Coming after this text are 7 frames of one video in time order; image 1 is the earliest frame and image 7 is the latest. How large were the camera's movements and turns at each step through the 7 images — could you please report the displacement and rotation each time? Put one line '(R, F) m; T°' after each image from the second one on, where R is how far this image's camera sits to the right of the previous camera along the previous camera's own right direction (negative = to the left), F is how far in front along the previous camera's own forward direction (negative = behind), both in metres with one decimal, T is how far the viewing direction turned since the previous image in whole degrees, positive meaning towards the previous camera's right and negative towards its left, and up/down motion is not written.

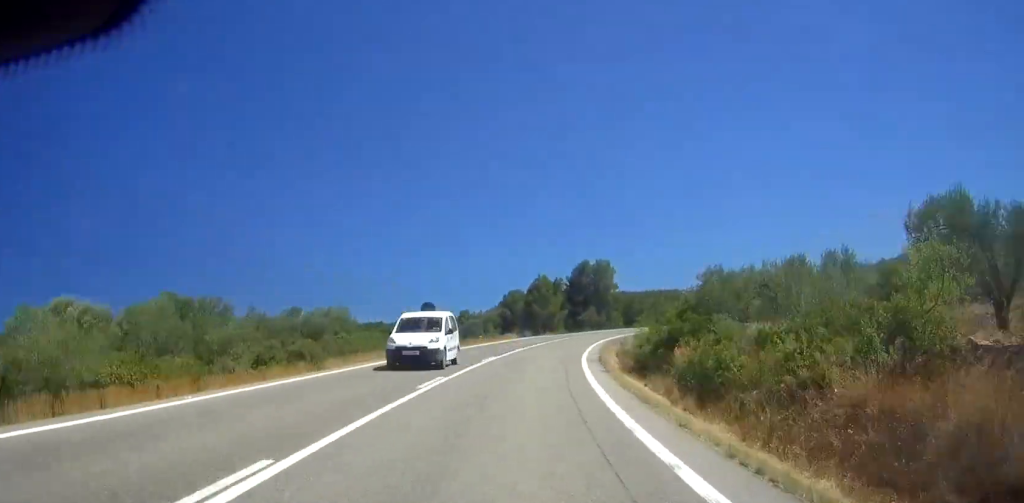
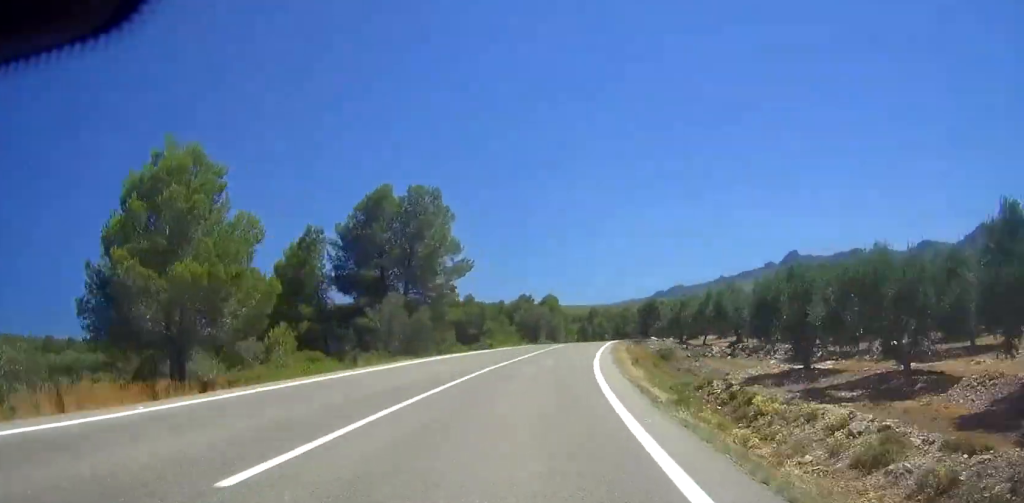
(+7.8, +76.0) m; +9°
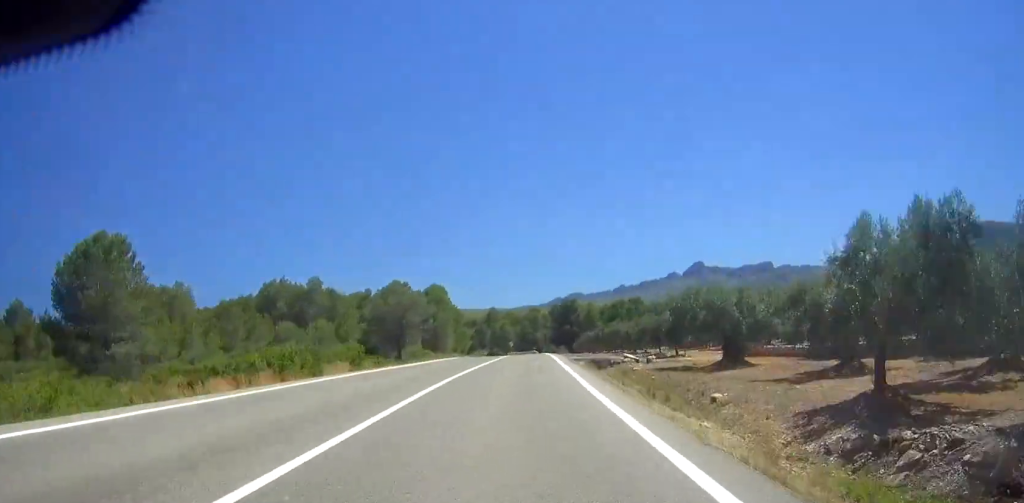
(+3.4, +48.0) m; +2°
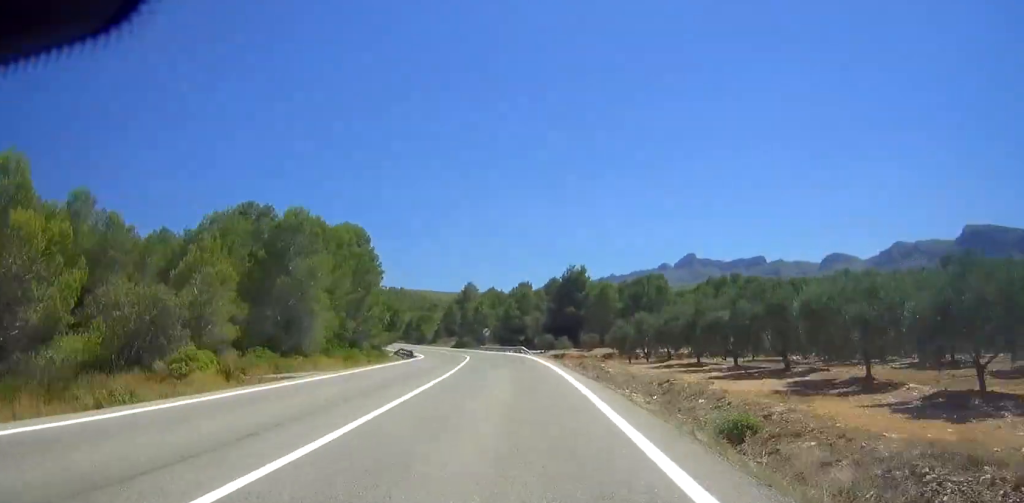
(+5.0, +56.2) m; 0°
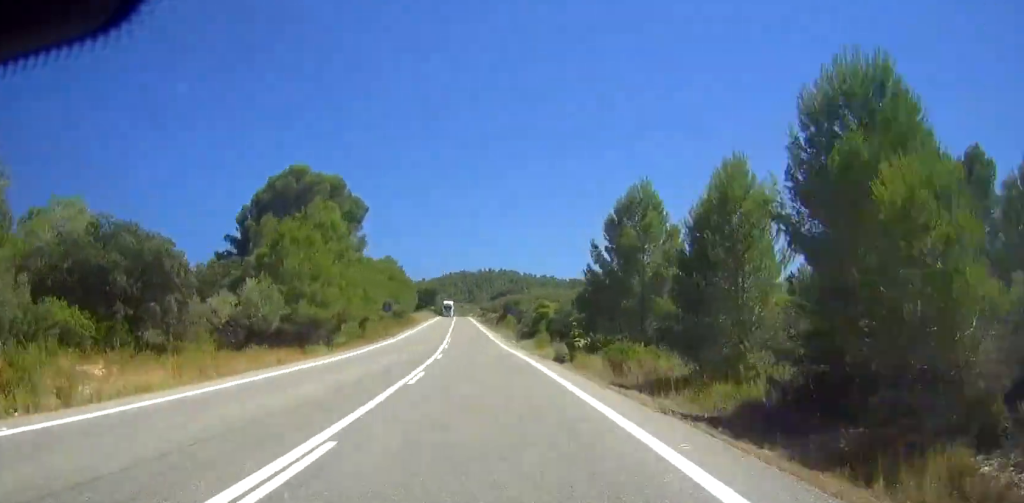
(-18.5, +142.8) m; -14°
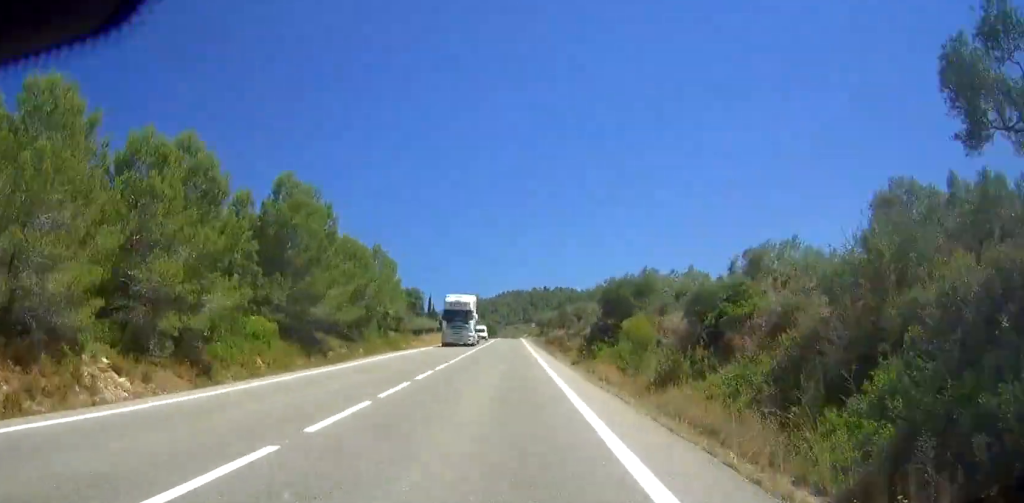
(-4.6, +68.1) m; -5°
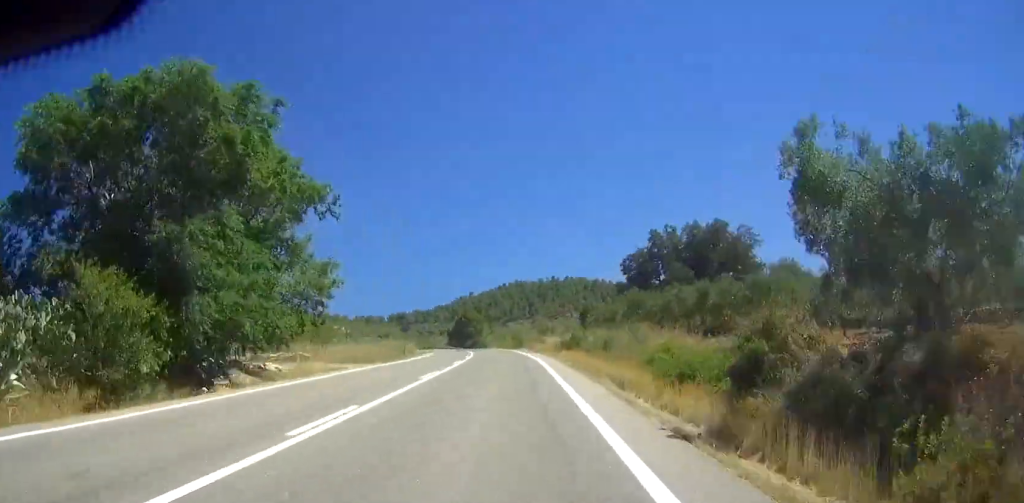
(-3.8, +143.9) m; -6°
